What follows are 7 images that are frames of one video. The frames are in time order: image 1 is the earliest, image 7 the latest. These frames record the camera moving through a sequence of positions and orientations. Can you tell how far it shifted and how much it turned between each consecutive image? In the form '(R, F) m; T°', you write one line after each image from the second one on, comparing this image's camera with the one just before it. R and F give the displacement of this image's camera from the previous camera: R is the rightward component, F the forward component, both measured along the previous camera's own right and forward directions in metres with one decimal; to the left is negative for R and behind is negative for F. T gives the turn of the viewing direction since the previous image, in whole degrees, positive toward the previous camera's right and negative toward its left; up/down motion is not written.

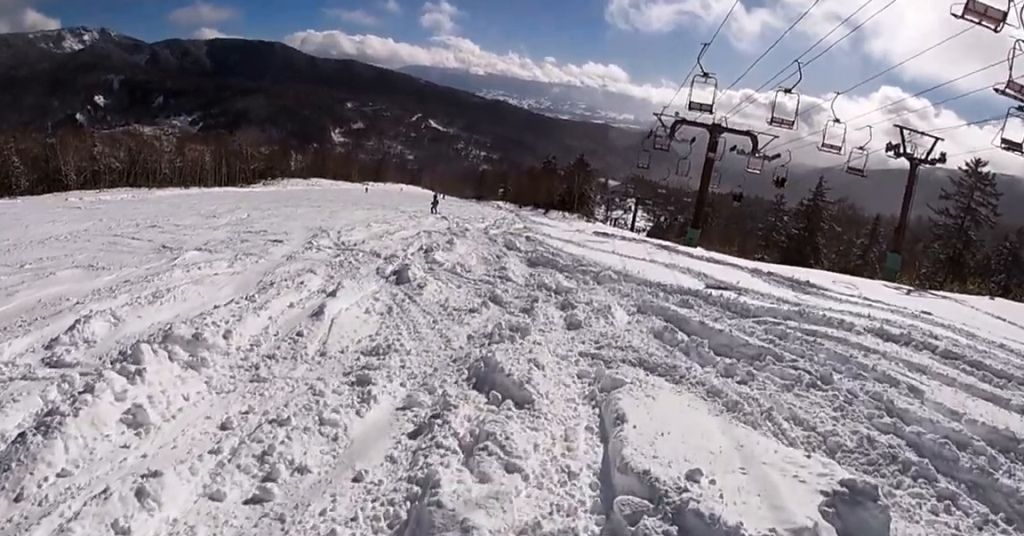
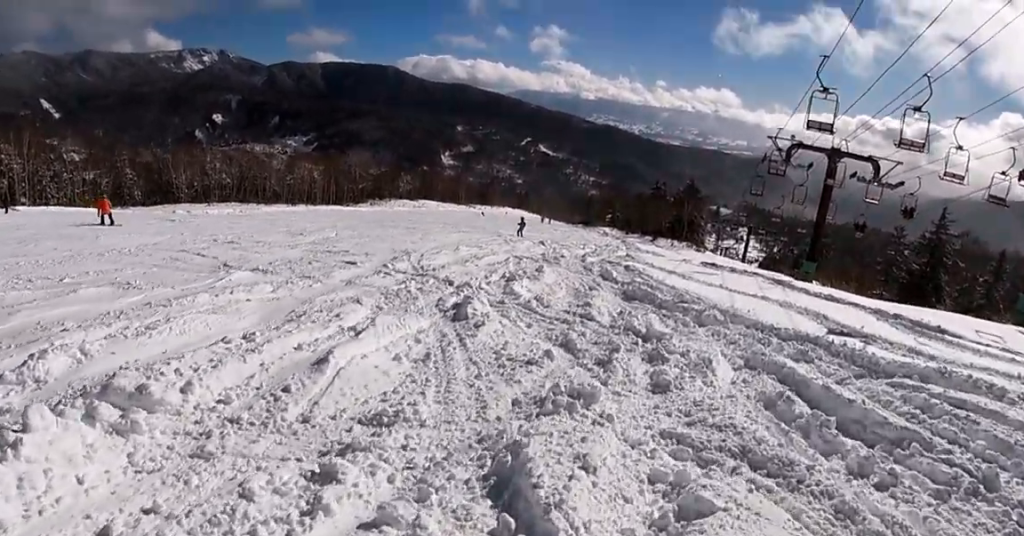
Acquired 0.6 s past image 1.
(-0.7, +1.8) m; -22°
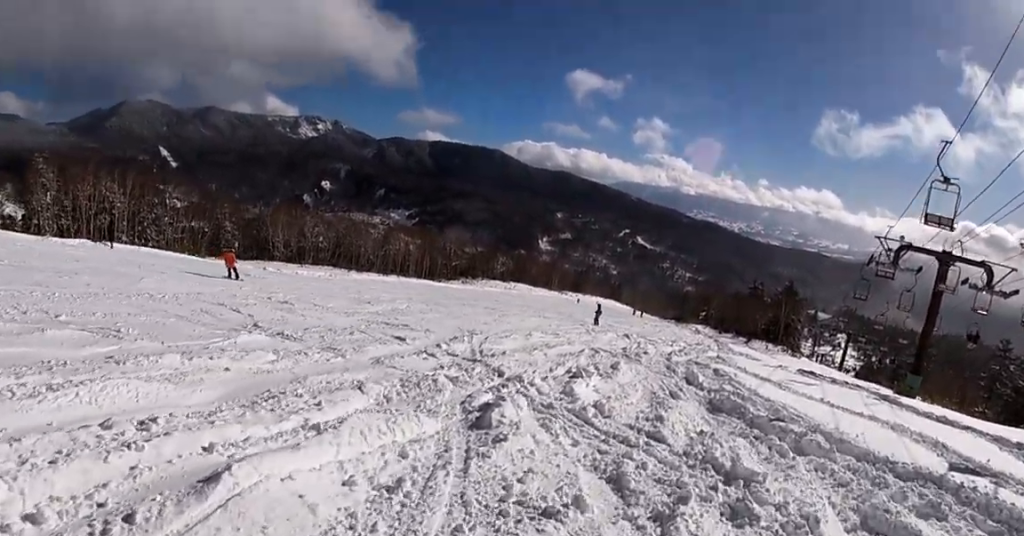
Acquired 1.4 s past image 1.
(0.0, +2.6) m; -3°
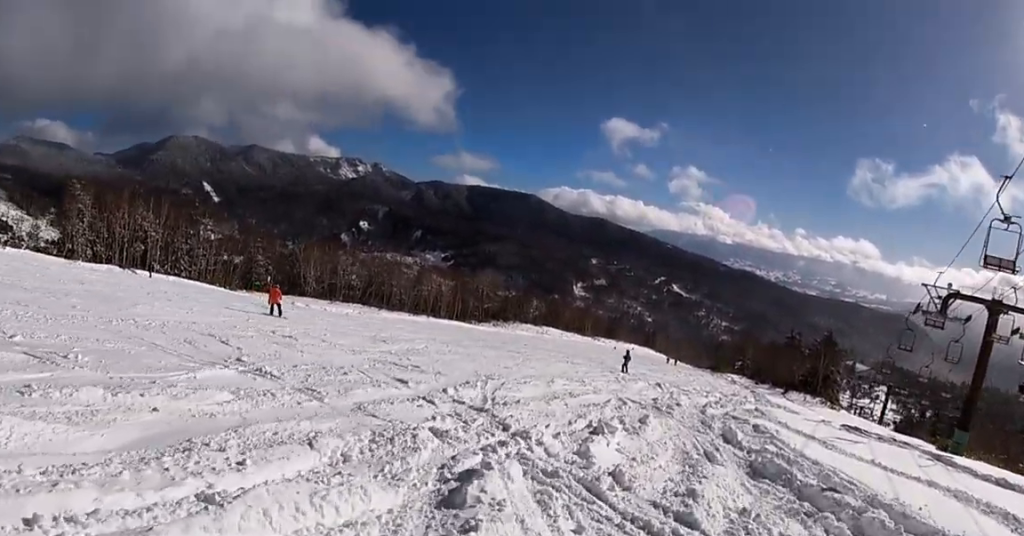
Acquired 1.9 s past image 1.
(0.0, +1.9) m; -4°
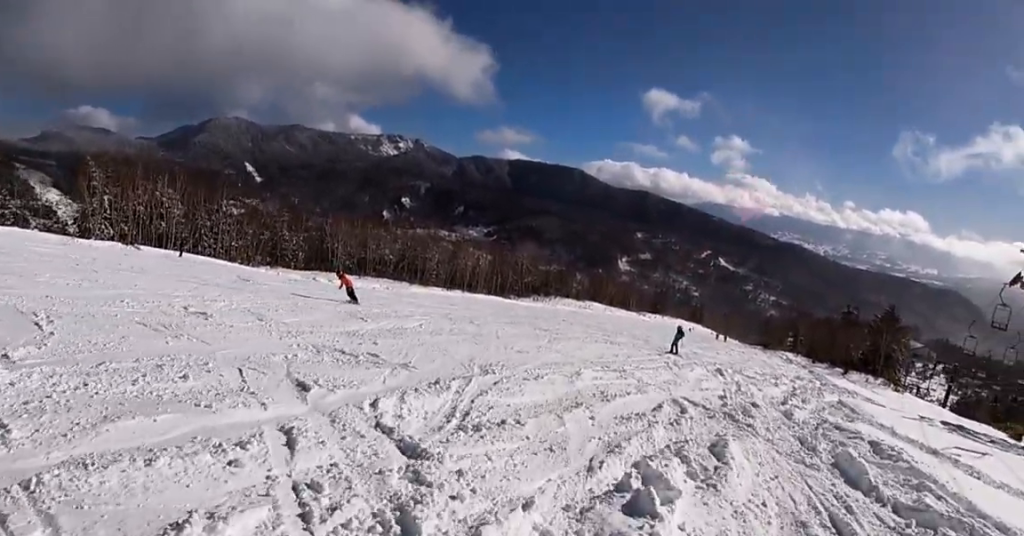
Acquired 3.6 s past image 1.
(-1.2, +7.3) m; -5°
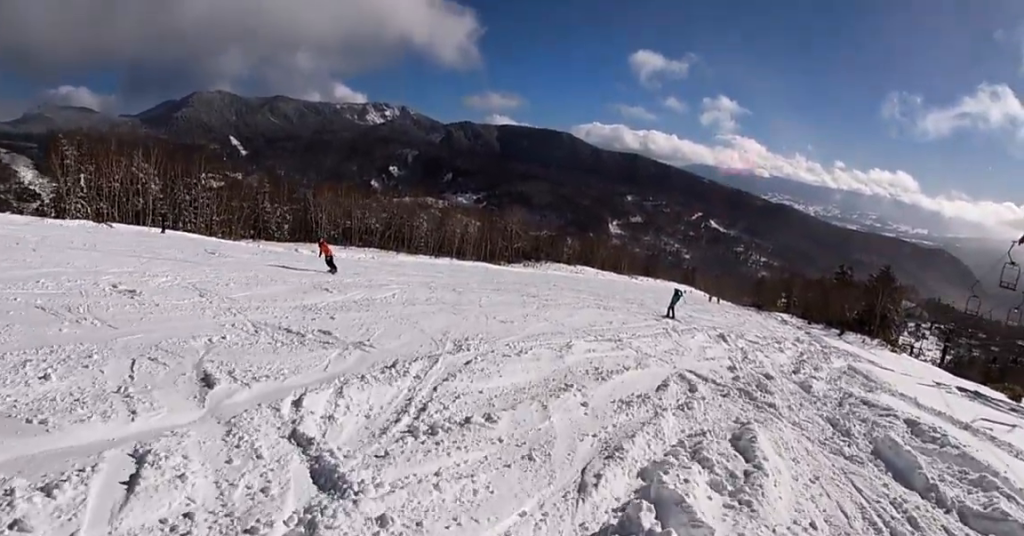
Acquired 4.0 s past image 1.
(+0.3, +2.0) m; +5°
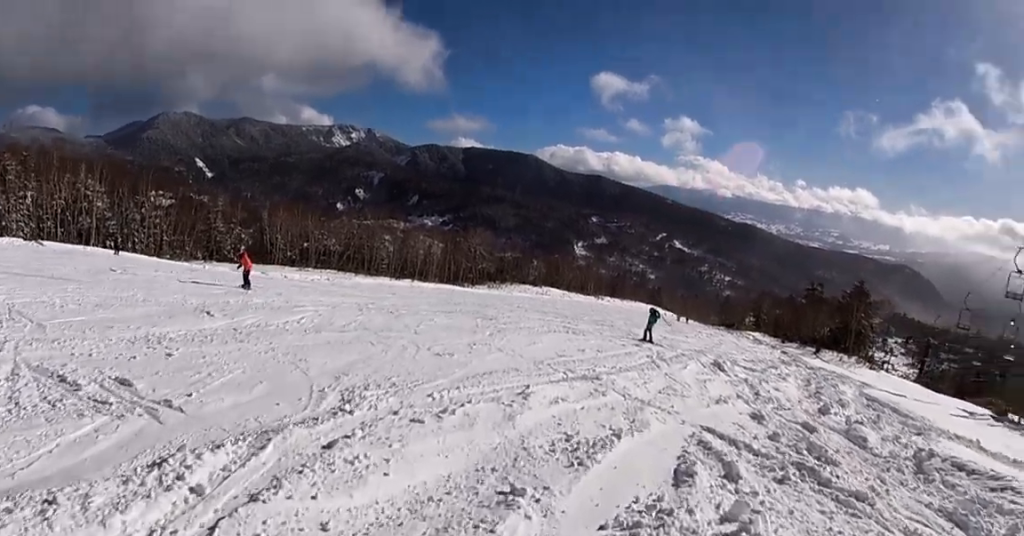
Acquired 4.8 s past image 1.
(+0.4, +3.8) m; +3°
